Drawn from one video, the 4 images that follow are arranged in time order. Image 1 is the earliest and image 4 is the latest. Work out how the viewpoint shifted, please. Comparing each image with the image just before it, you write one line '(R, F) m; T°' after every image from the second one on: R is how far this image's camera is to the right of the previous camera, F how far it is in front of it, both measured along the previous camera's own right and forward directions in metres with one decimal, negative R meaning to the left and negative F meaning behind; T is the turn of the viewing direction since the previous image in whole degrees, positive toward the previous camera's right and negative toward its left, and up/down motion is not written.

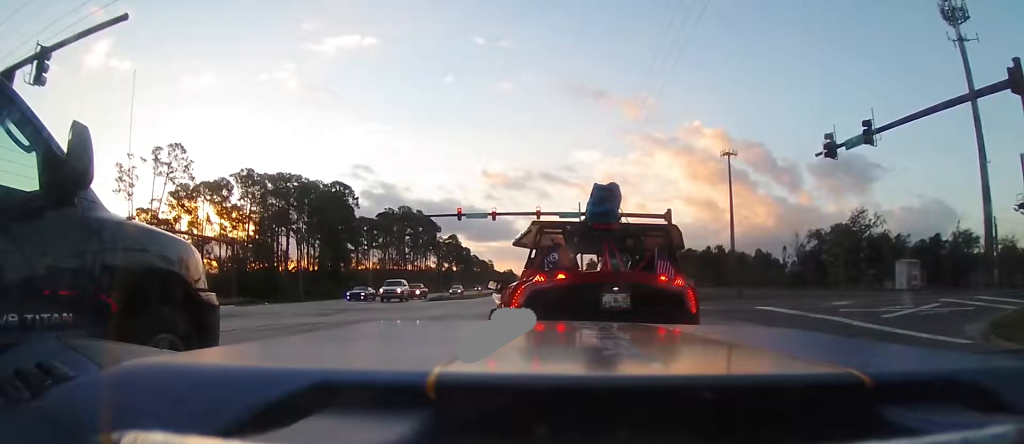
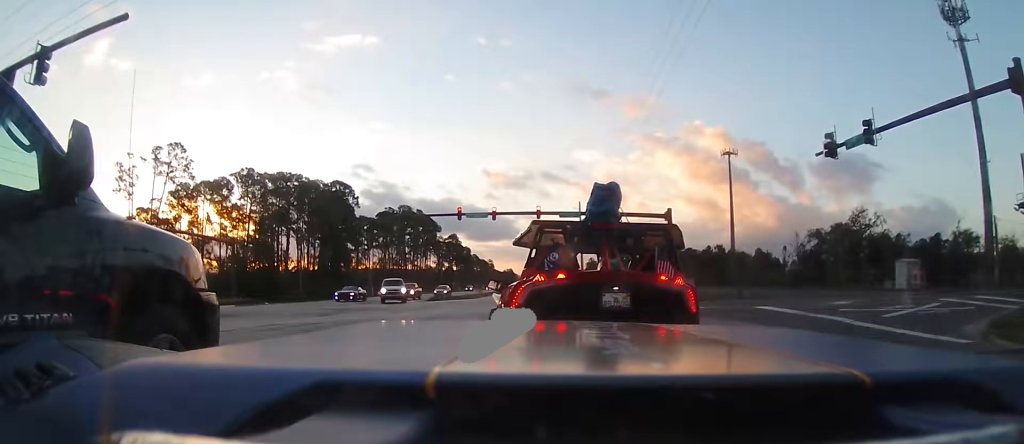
(0.0, 0.0) m; 0°
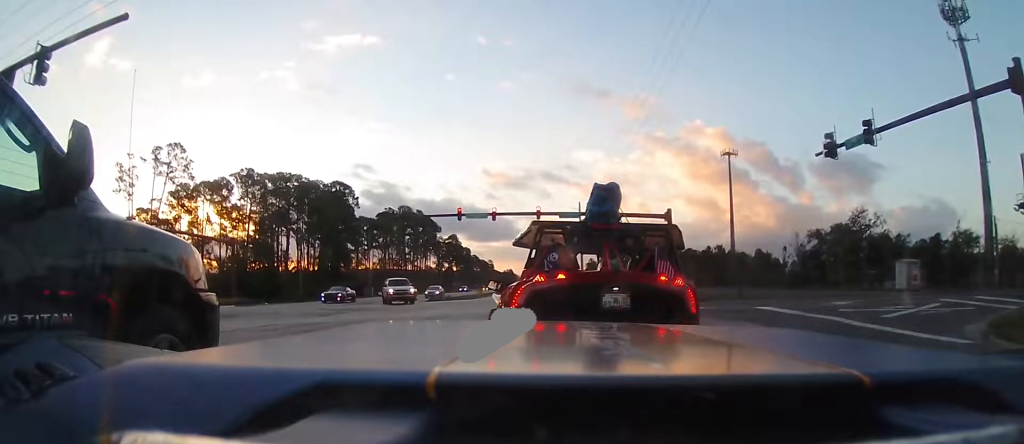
(0.0, 0.0) m; 0°
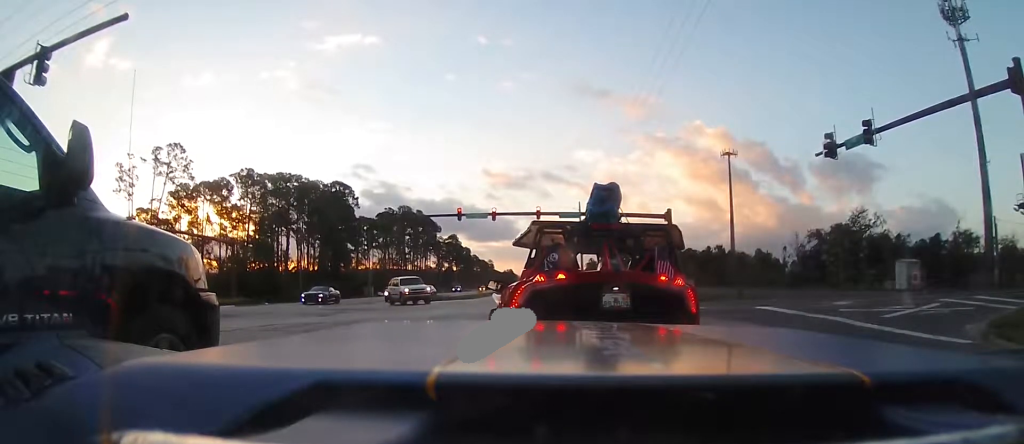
(0.0, 0.0) m; 0°
